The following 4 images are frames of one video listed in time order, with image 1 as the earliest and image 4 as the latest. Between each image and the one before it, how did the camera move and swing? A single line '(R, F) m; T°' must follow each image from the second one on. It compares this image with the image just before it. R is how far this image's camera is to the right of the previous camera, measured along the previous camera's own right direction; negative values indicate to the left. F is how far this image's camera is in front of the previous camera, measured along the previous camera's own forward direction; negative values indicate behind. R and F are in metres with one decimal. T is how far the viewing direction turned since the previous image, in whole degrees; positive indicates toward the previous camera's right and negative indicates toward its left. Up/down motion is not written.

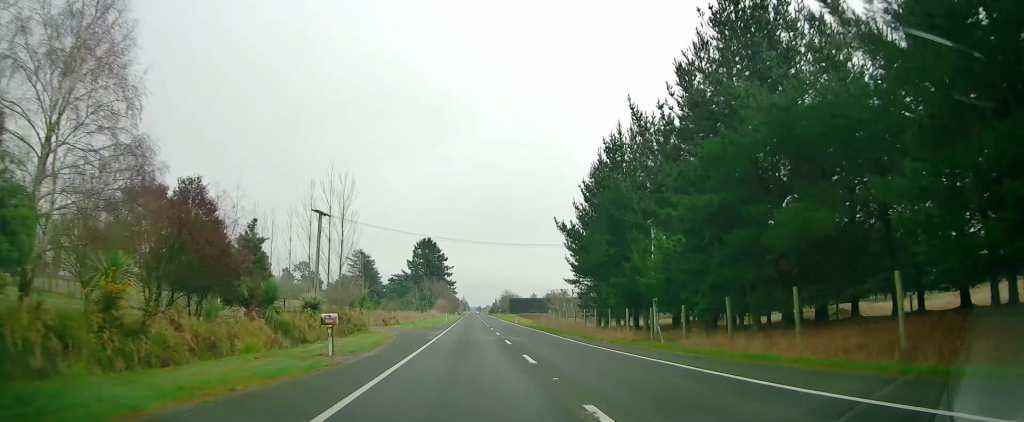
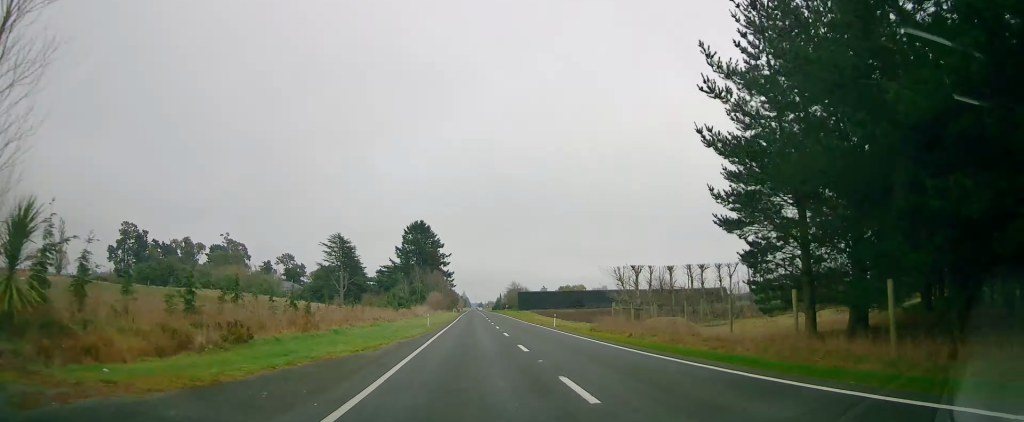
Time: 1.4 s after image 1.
(+0.1, +37.1) m; +1°
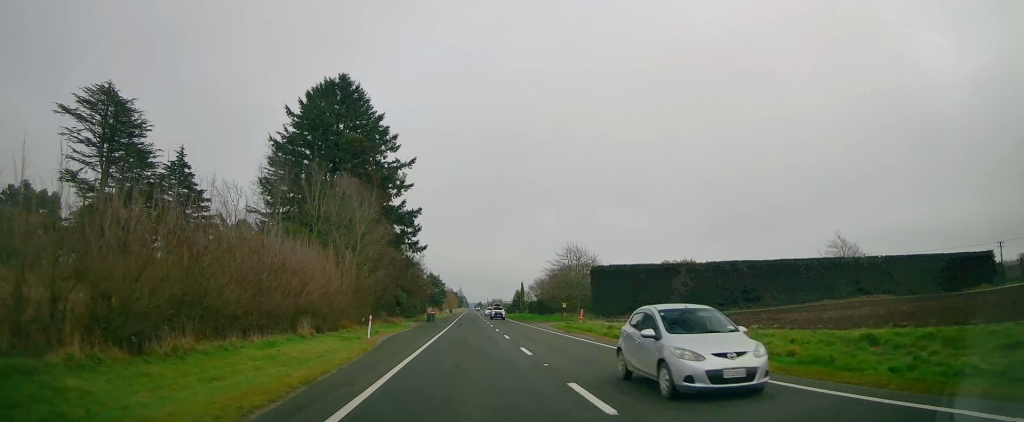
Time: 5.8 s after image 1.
(+0.8, +120.1) m; +1°
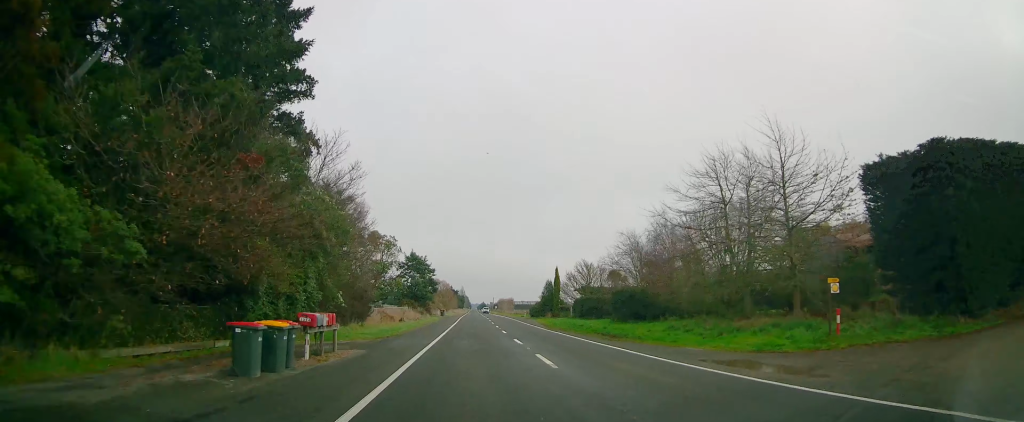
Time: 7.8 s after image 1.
(-0.2, +53.3) m; -1°
